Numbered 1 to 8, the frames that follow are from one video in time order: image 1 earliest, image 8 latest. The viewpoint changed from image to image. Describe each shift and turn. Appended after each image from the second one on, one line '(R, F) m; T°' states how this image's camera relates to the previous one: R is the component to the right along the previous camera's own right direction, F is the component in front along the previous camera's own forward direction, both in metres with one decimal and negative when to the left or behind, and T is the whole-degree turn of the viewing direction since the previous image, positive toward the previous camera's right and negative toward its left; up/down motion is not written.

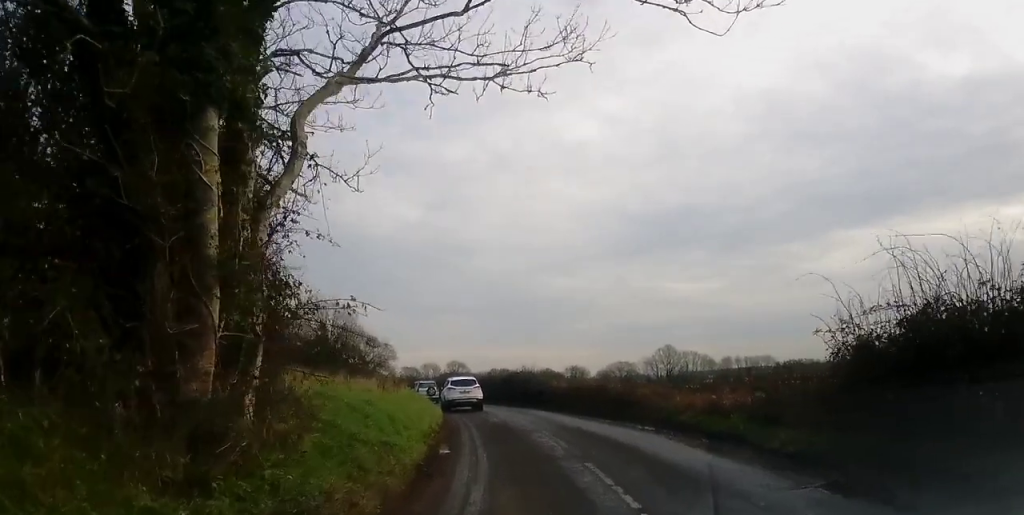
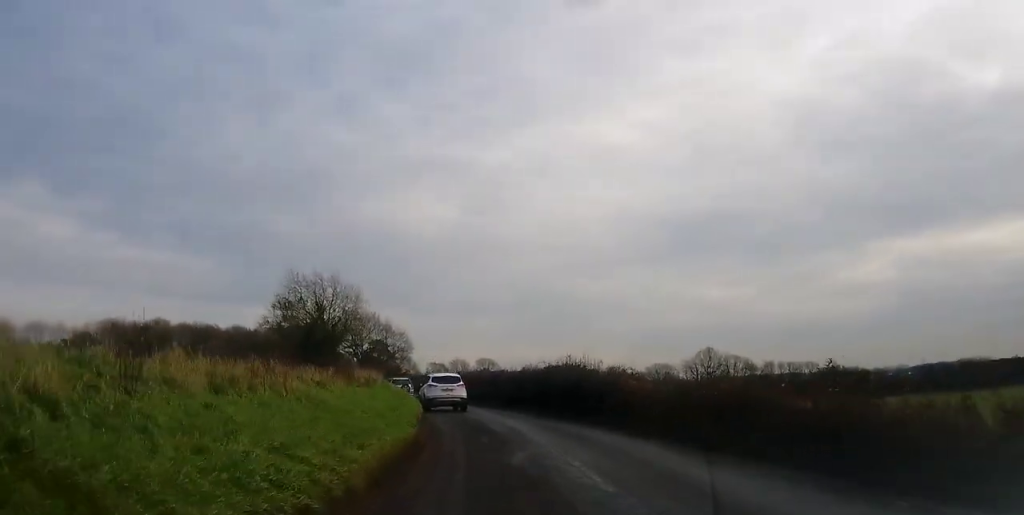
(-0.7, +15.1) m; -6°
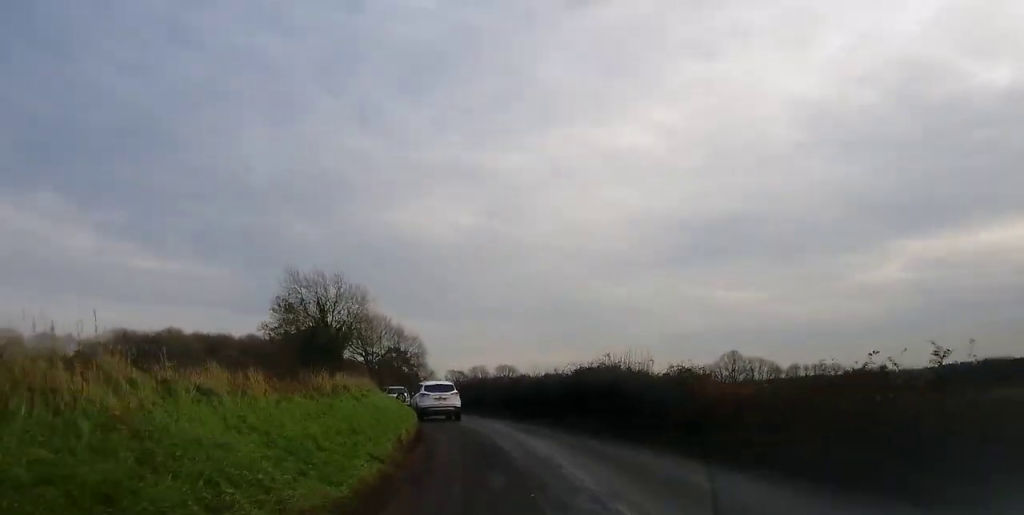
(-0.1, +6.3) m; -1°
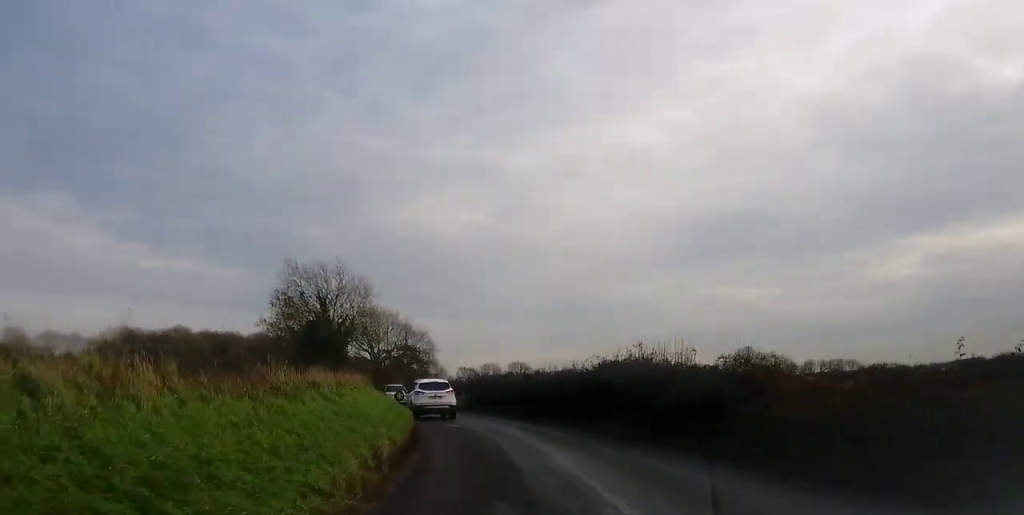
(-0.1, +3.6) m; 0°
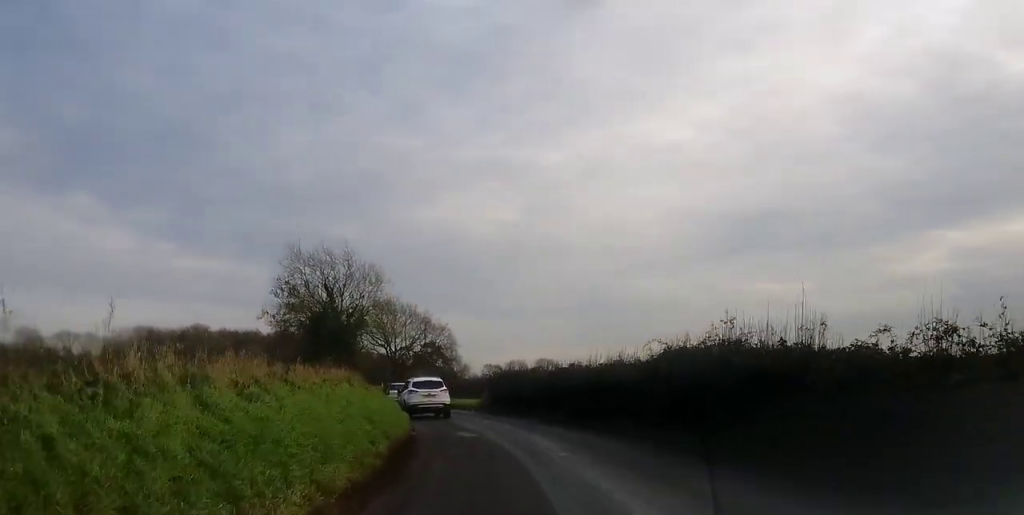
(+0.1, +6.0) m; -2°
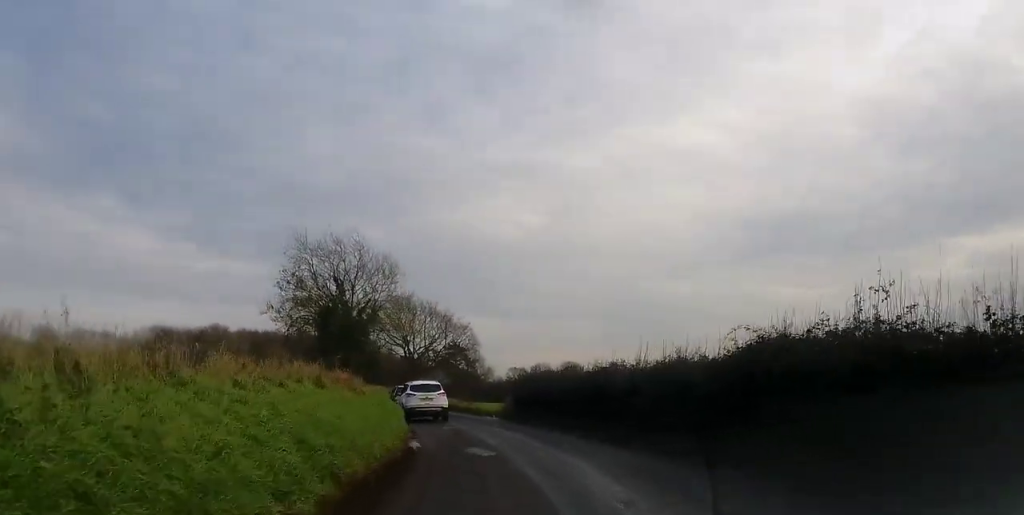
(-0.1, +4.8) m; -2°
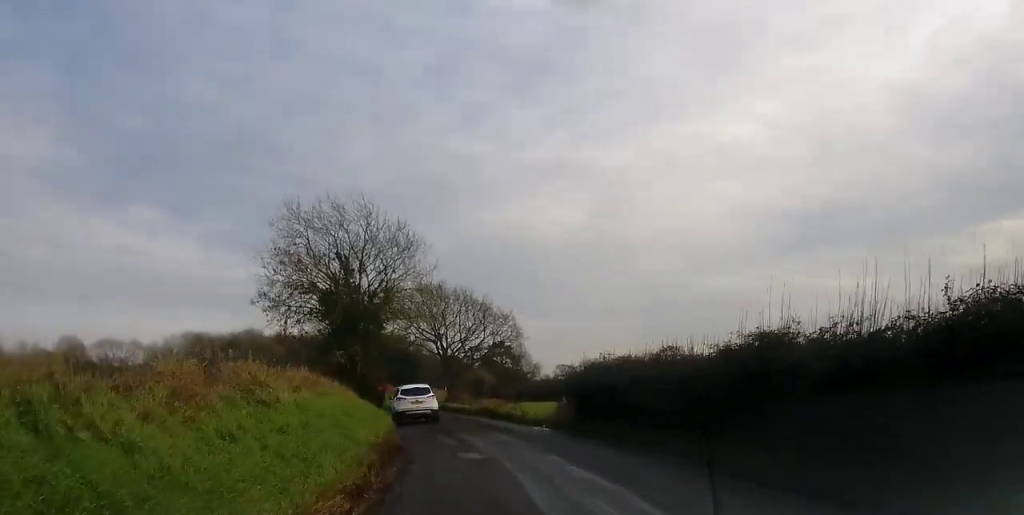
(-0.6, +10.7) m; -3°
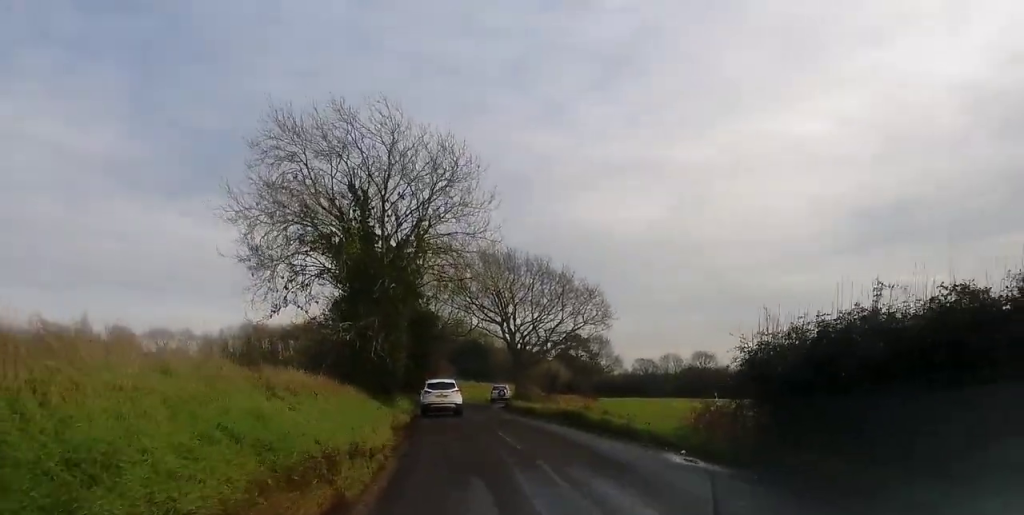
(-0.3, +13.1) m; -6°
